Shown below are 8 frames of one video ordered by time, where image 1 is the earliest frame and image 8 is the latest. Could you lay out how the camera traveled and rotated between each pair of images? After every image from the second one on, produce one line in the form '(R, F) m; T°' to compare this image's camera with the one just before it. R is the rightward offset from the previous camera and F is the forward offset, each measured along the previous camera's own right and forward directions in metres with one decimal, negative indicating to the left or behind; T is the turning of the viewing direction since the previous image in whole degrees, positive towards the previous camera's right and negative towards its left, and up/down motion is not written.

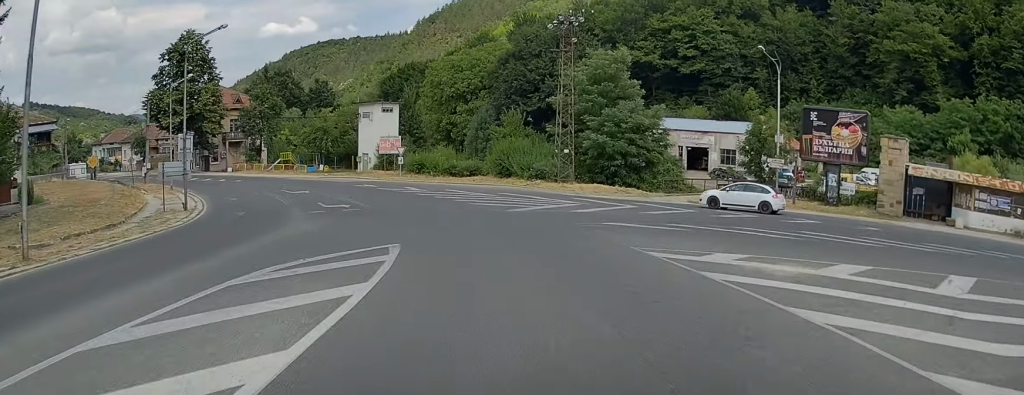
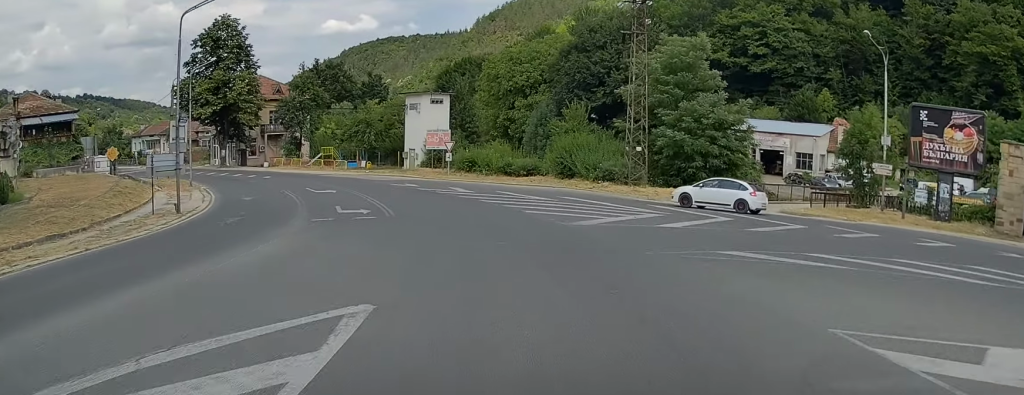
(-0.5, +6.4) m; -5°
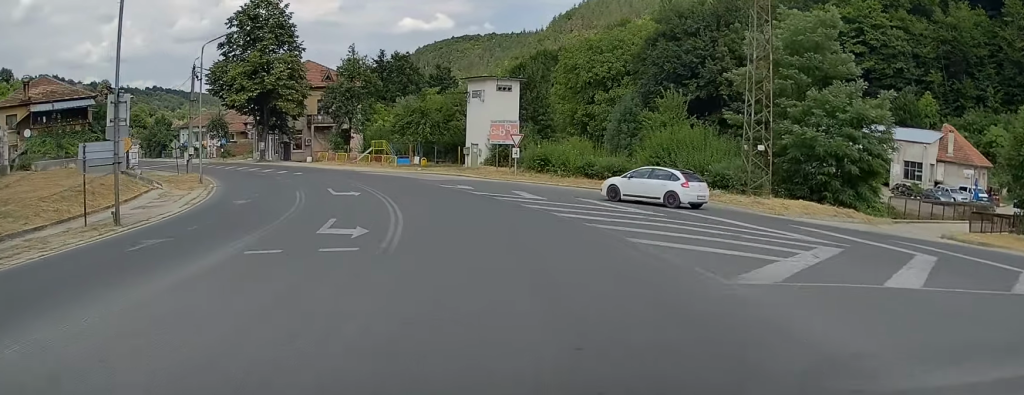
(-0.6, +9.4) m; -7°
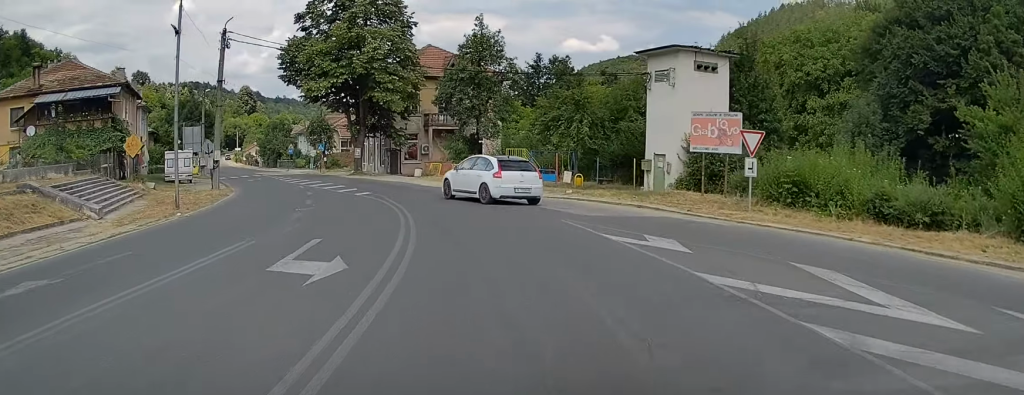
(-2.3, +19.2) m; -14°
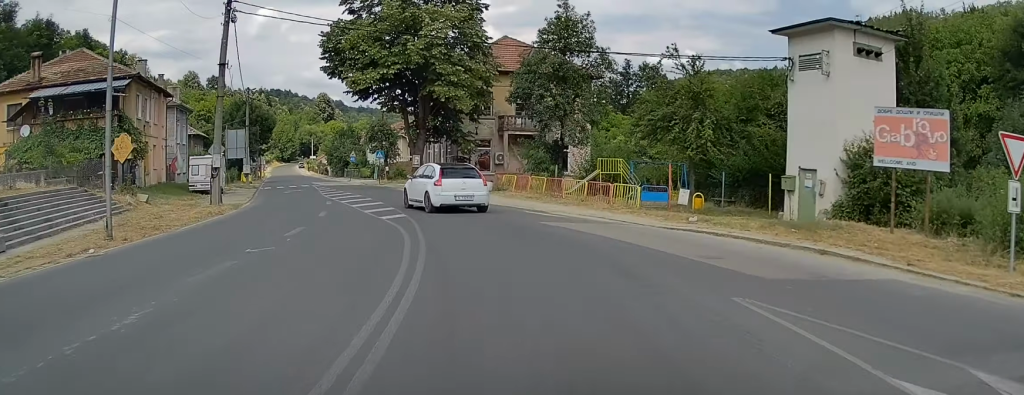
(-0.4, +8.9) m; -6°
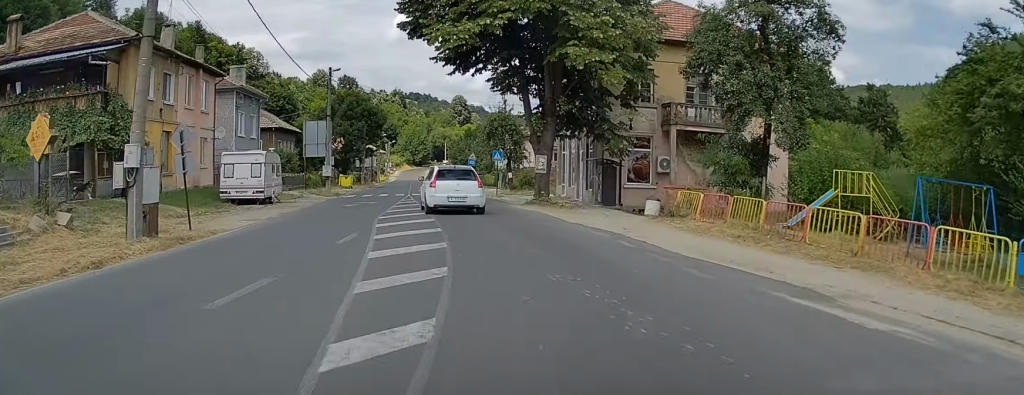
(-1.2, +14.2) m; -9°
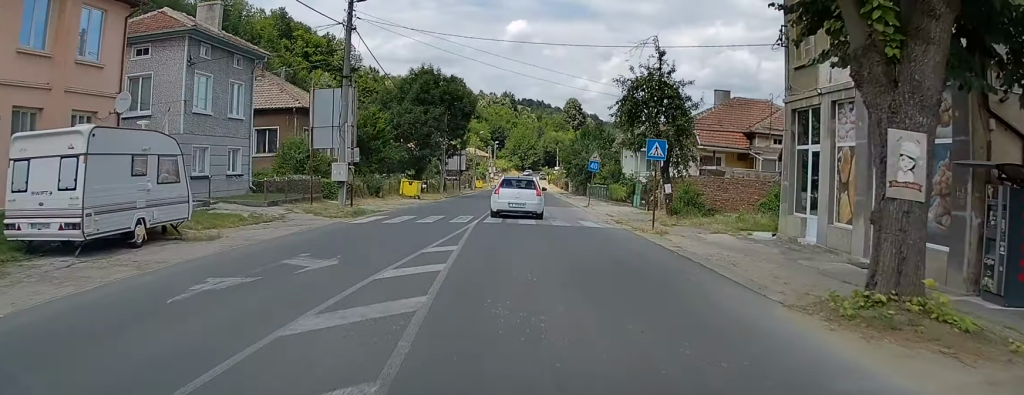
(-2.5, +20.9) m; -9°
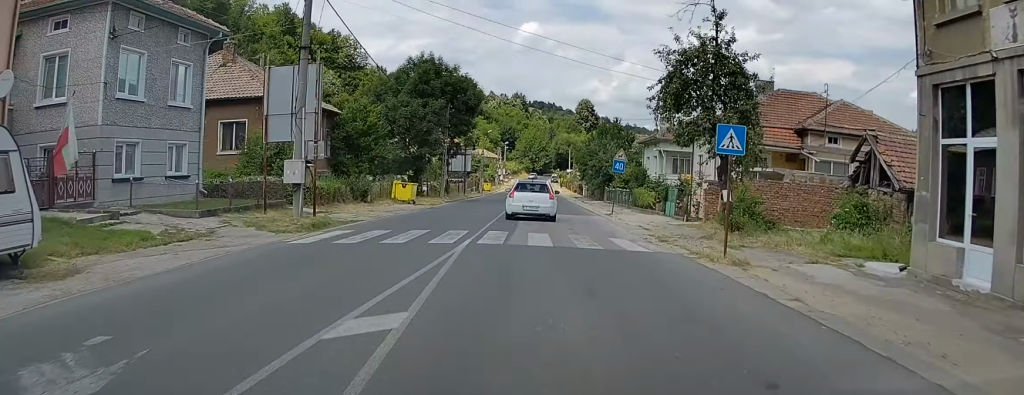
(-0.2, +6.4) m; -1°
